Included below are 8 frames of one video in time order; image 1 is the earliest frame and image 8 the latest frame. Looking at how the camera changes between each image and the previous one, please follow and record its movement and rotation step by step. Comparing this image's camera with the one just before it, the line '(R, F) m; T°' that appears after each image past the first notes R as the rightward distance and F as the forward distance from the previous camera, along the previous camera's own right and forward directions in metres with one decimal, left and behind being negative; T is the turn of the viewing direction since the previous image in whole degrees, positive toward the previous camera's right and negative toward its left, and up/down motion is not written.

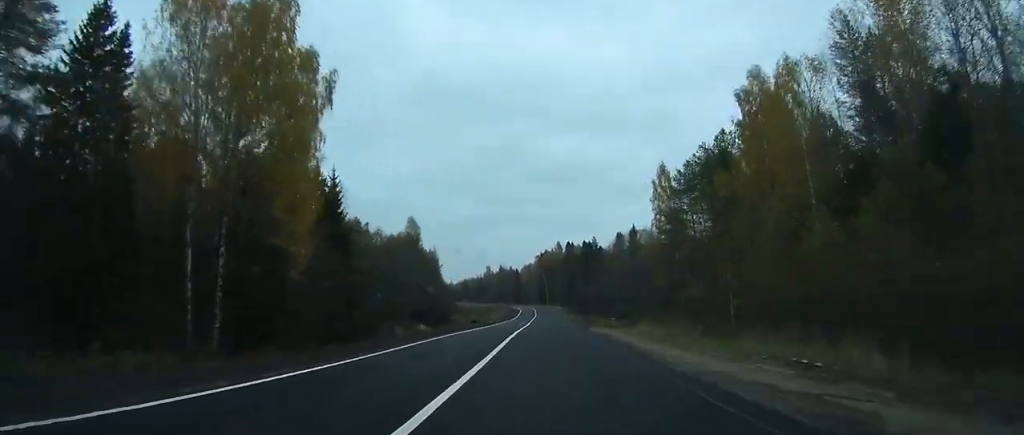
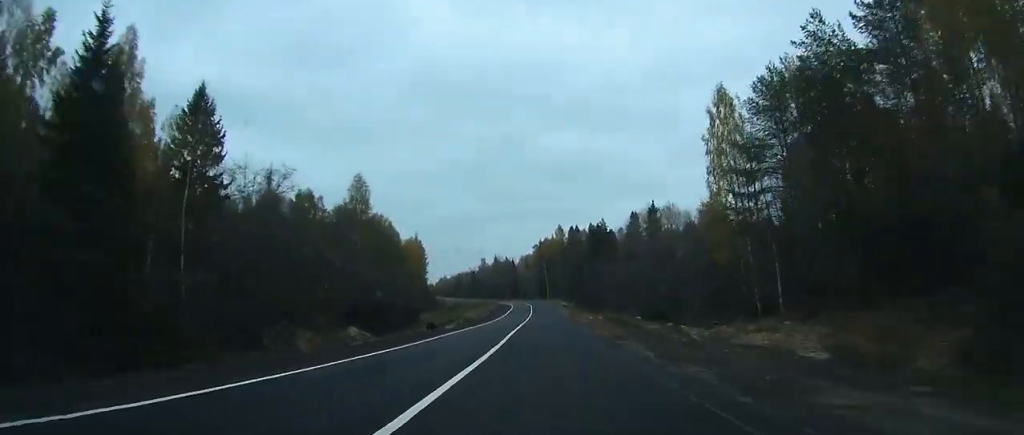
(+0.1, +34.9) m; 0°
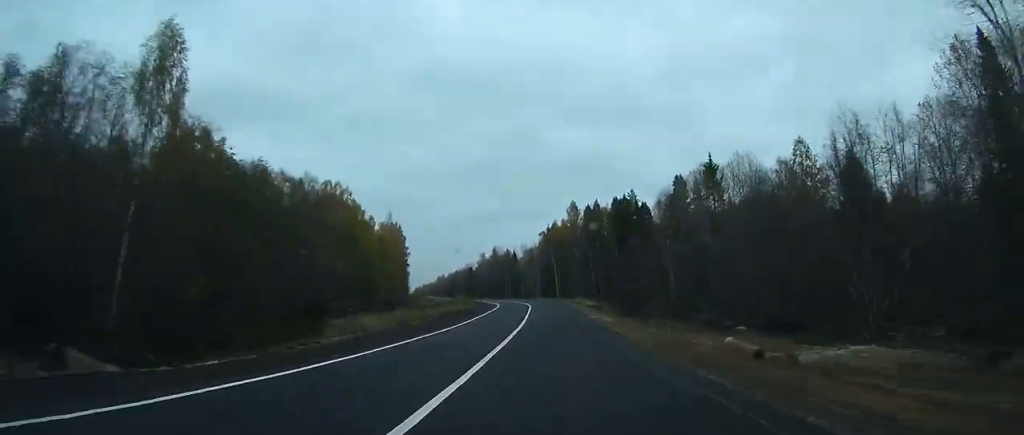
(-0.1, +50.0) m; -1°
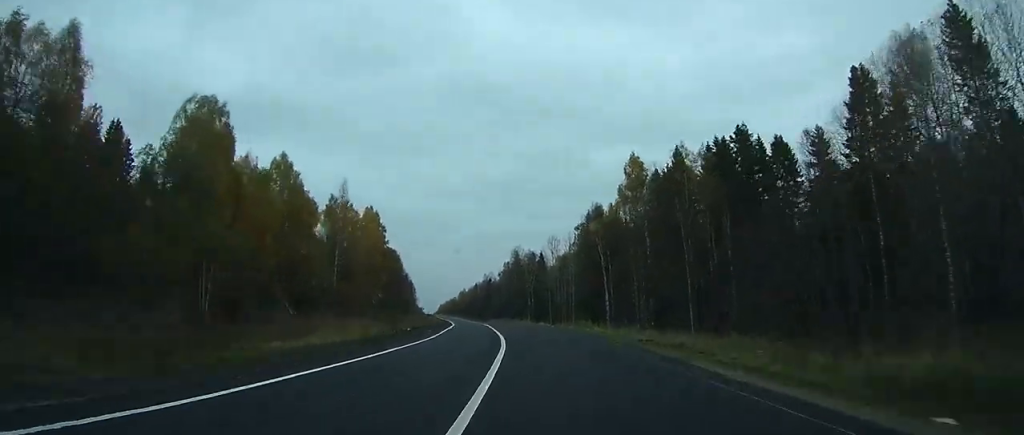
(-1.4, +69.6) m; -4°
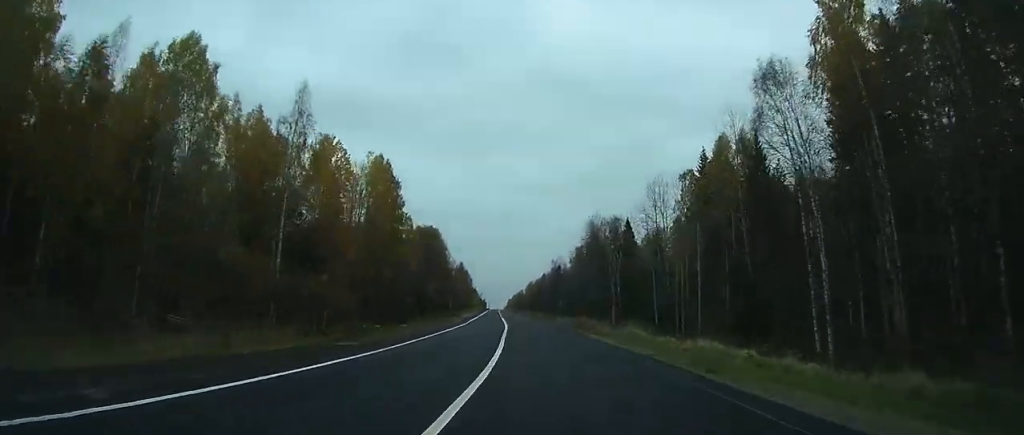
(-2.5, +52.7) m; -5°
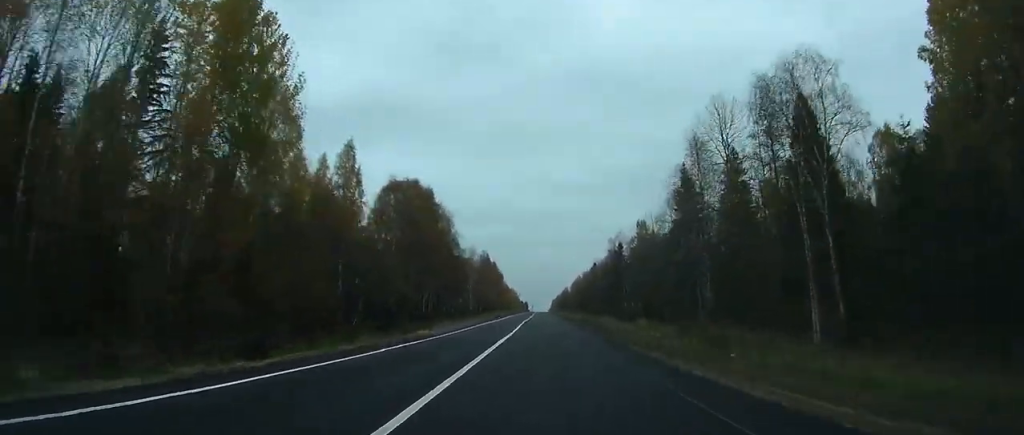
(-3.1, +65.3) m; -4°
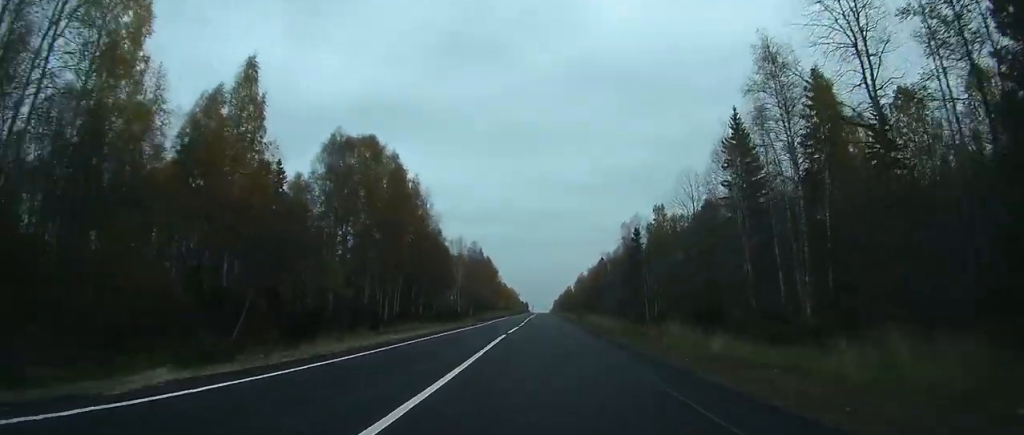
(-0.2, +25.8) m; -1°
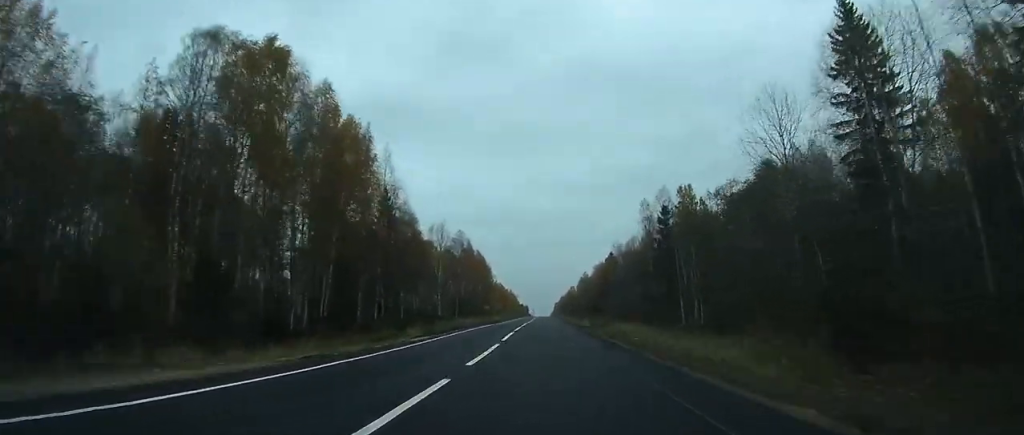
(-0.2, +29.8) m; 0°
